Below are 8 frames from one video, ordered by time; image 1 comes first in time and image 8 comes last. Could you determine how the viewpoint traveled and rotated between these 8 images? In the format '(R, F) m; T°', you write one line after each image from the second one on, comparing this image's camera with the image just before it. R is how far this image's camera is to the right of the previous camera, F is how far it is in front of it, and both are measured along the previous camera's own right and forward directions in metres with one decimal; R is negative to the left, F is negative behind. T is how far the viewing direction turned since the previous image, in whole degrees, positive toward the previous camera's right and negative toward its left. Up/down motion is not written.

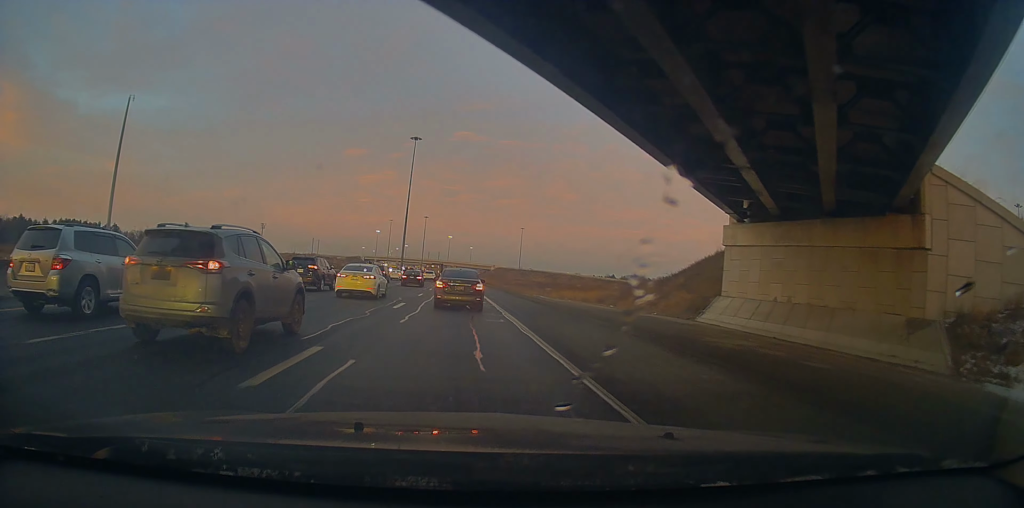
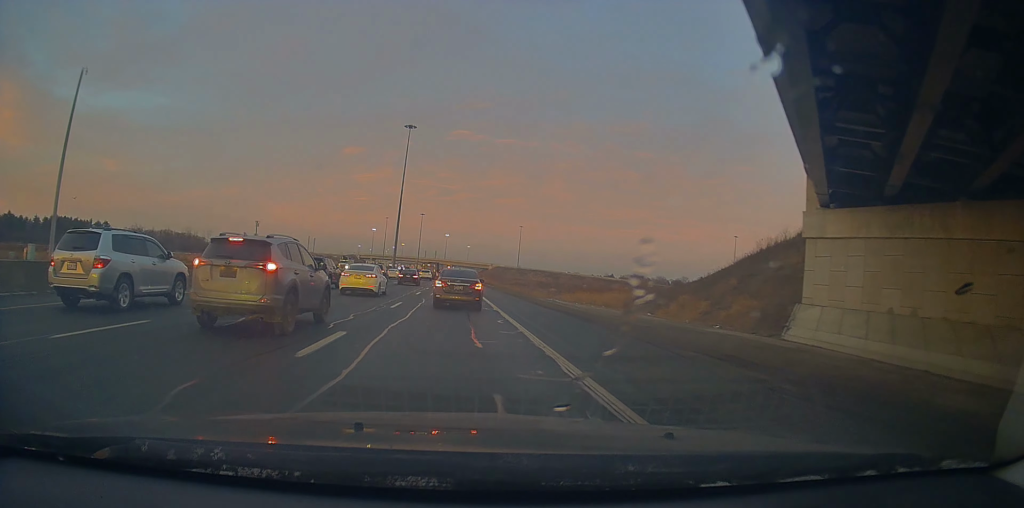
(-0.6, +10.4) m; -6°
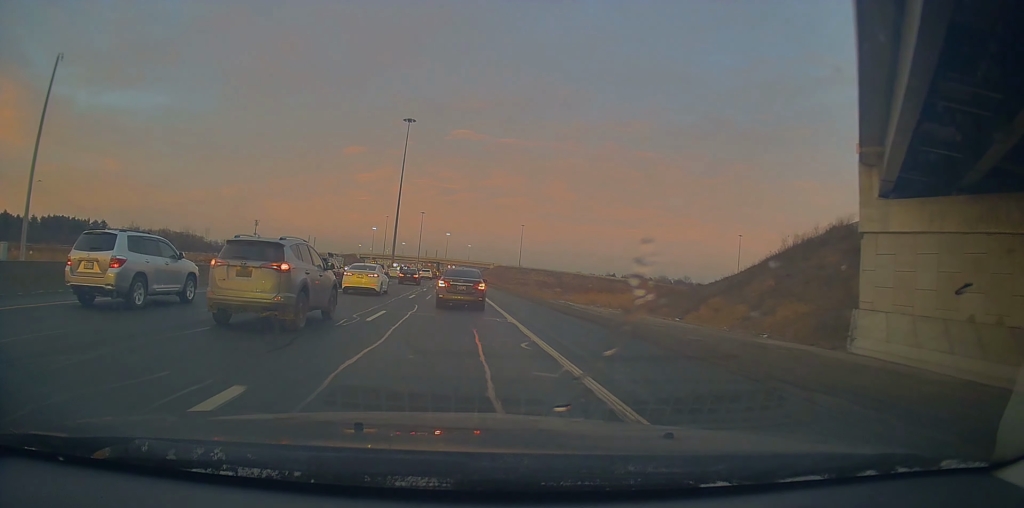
(-0.5, +5.1) m; +1°
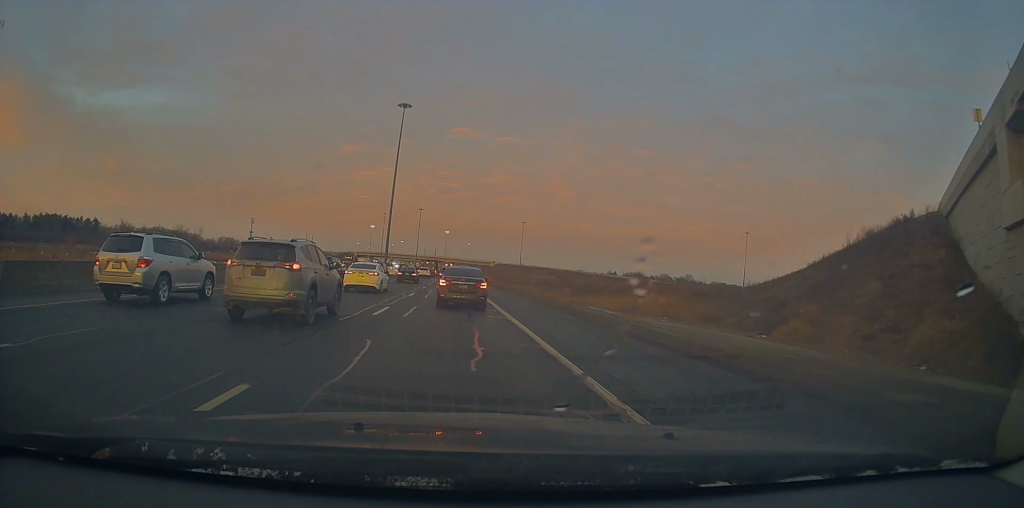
(+1.0, +10.6) m; +3°
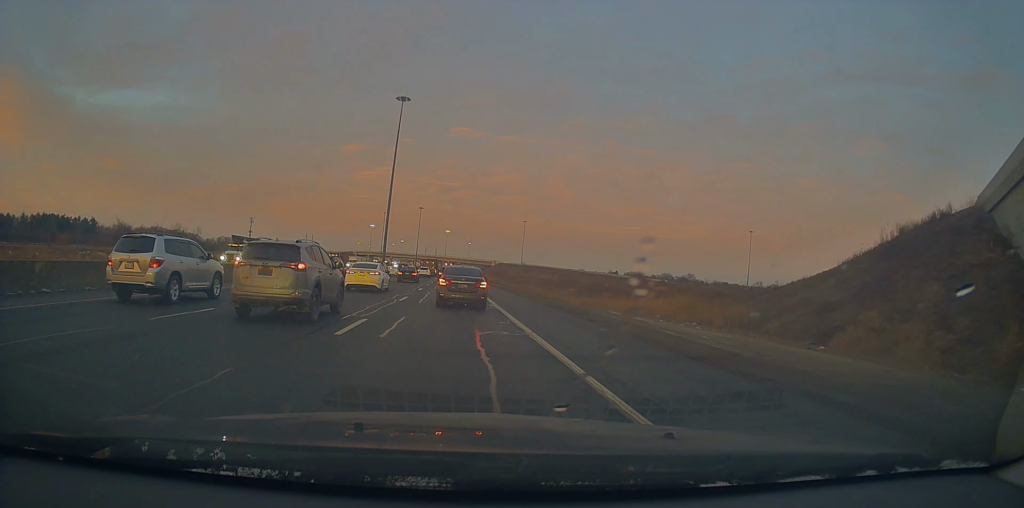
(-0.3, +4.5) m; 0°
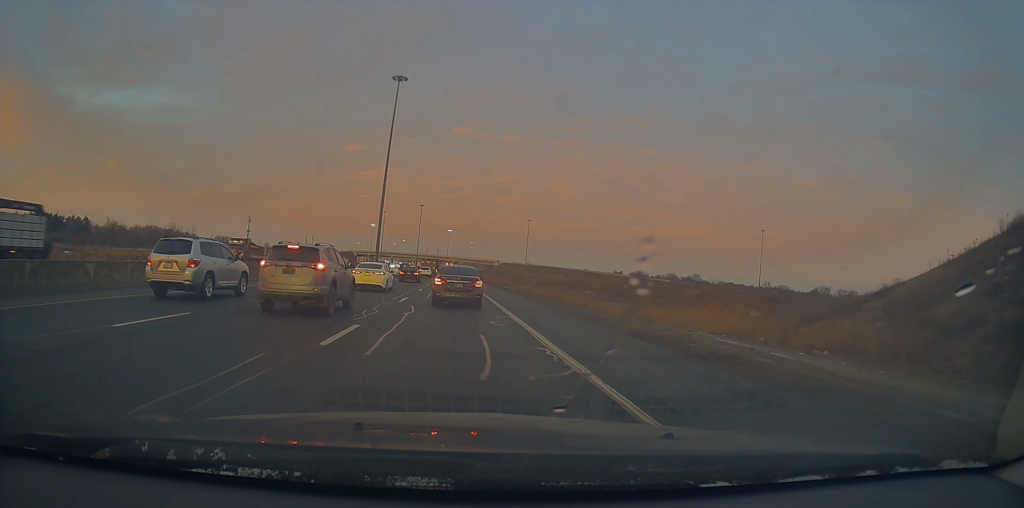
(+0.2, +13.1) m; 0°
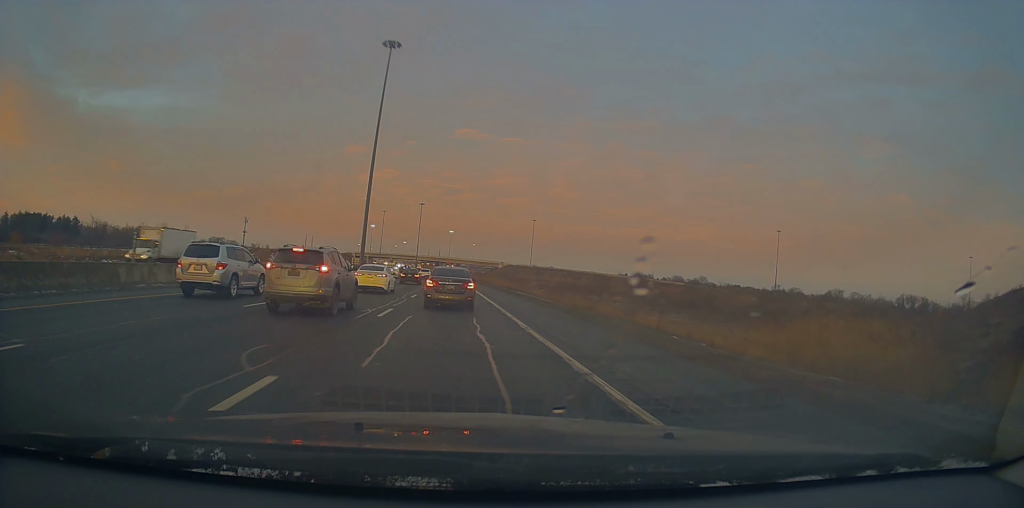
(-1.6, +17.5) m; -2°
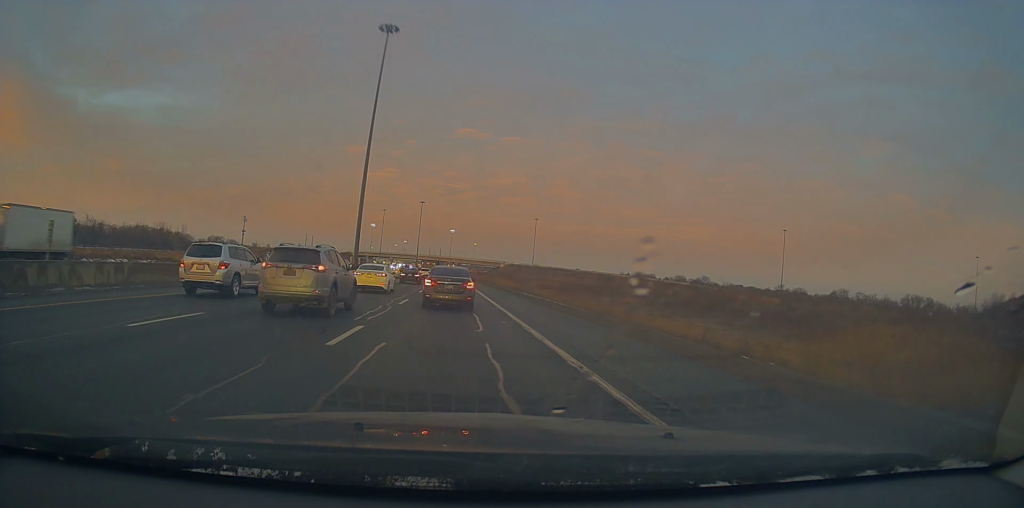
(+0.4, +5.8) m; 0°
